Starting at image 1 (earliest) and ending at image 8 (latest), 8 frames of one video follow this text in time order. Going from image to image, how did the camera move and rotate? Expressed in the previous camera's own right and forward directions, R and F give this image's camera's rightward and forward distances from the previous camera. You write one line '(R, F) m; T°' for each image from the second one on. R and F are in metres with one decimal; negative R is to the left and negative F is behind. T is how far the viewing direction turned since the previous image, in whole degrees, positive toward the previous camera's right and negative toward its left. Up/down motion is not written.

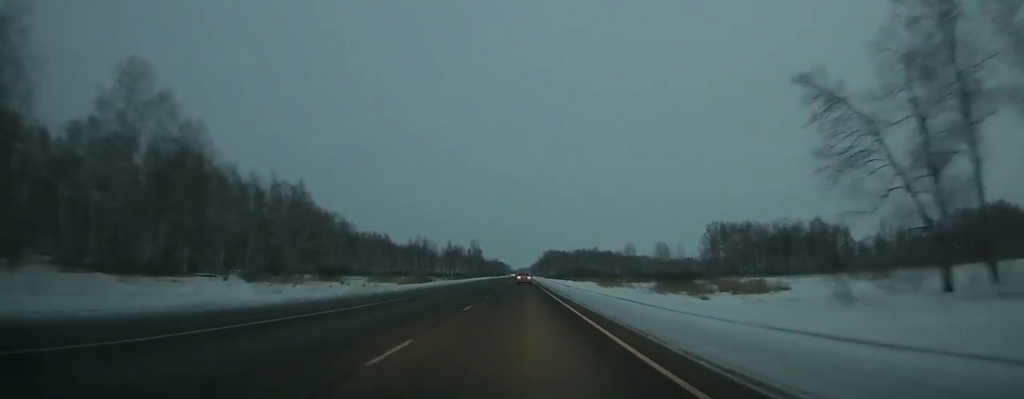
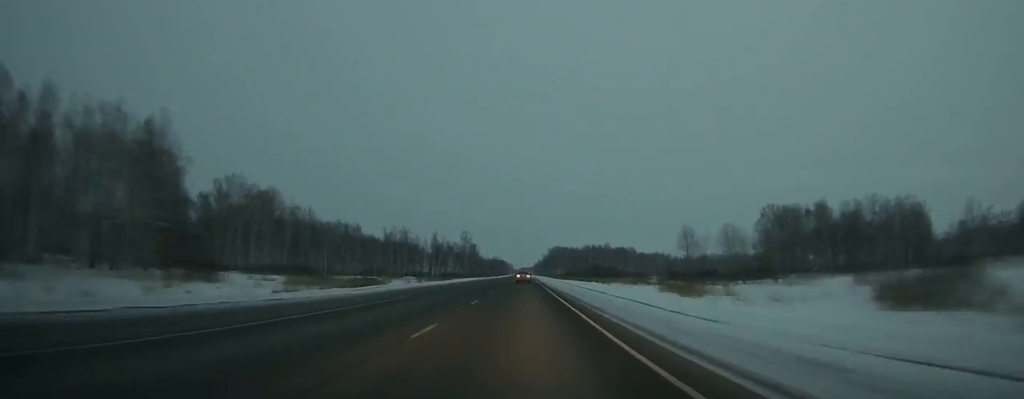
(-0.4, +56.1) m; 0°
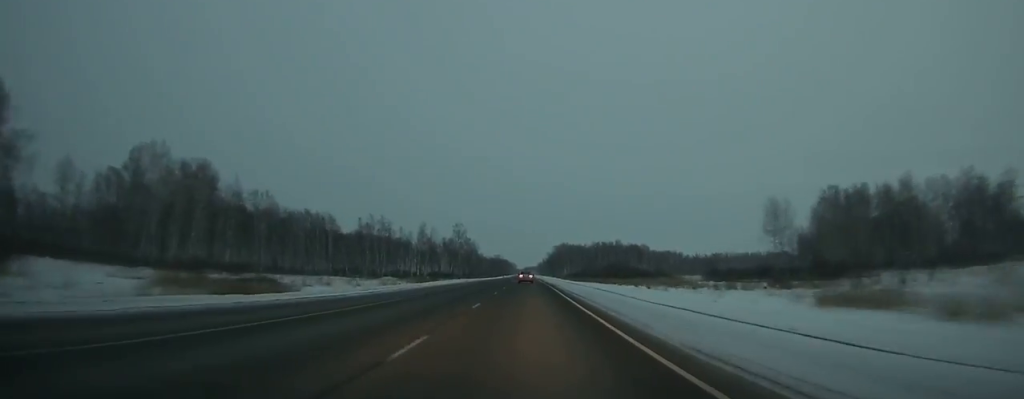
(-0.2, +37.5) m; 0°
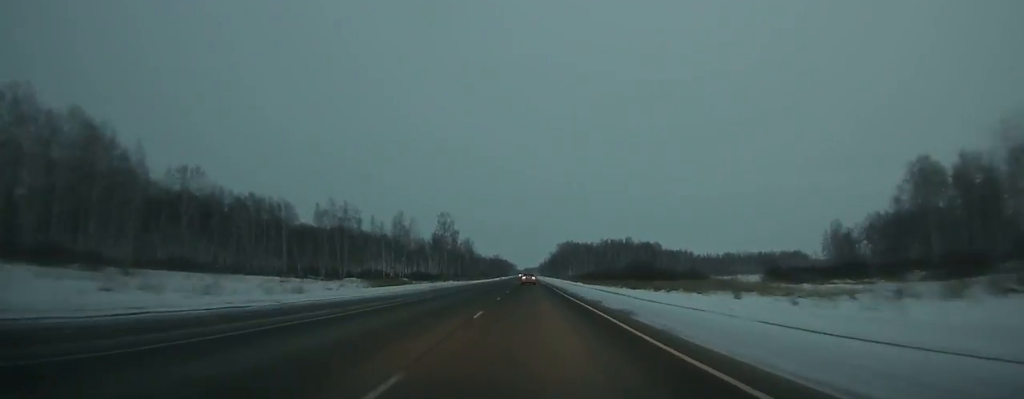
(+0.2, +40.4) m; 0°
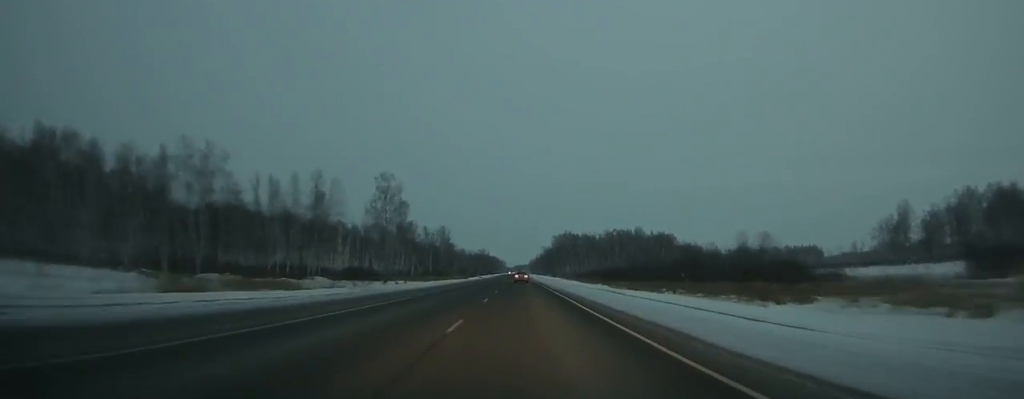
(+0.2, +64.9) m; 0°
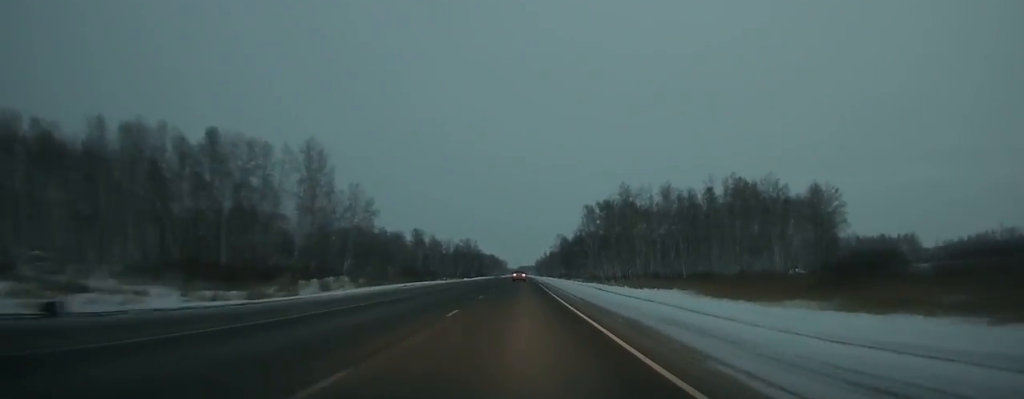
(-0.5, +164.9) m; 0°
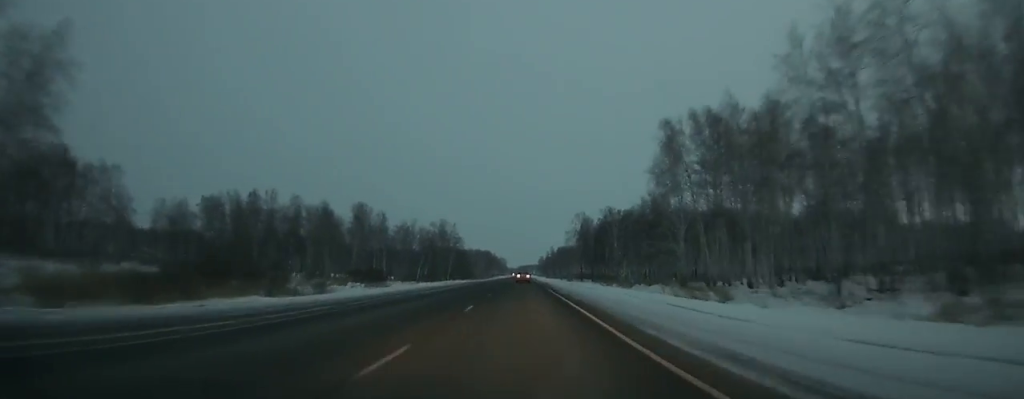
(+0.1, +106.1) m; 0°
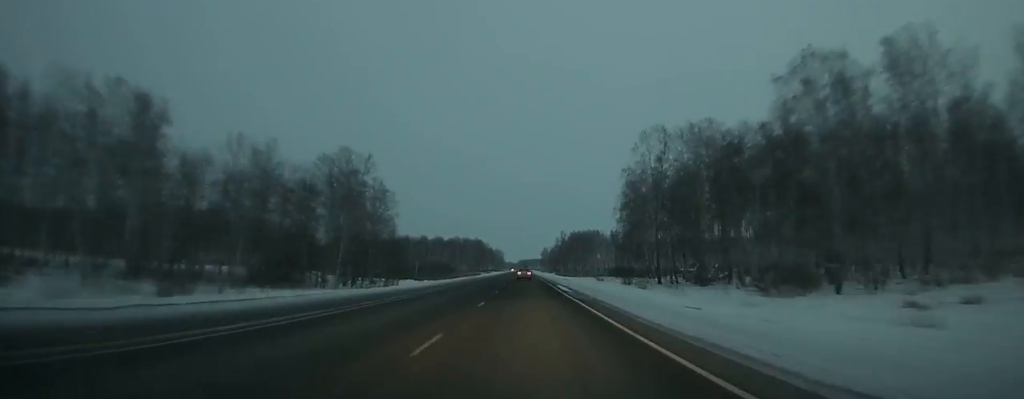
(+0.1, +117.5) m; 0°
